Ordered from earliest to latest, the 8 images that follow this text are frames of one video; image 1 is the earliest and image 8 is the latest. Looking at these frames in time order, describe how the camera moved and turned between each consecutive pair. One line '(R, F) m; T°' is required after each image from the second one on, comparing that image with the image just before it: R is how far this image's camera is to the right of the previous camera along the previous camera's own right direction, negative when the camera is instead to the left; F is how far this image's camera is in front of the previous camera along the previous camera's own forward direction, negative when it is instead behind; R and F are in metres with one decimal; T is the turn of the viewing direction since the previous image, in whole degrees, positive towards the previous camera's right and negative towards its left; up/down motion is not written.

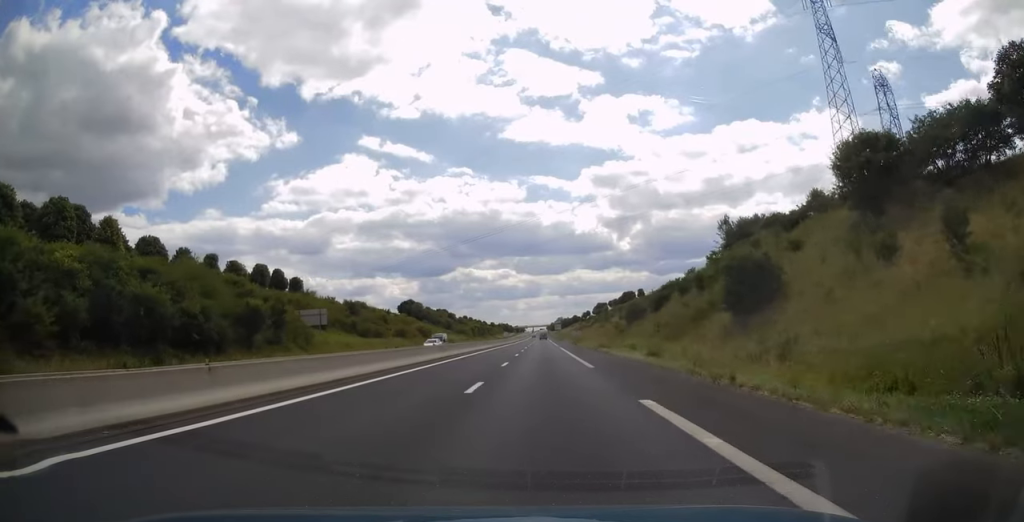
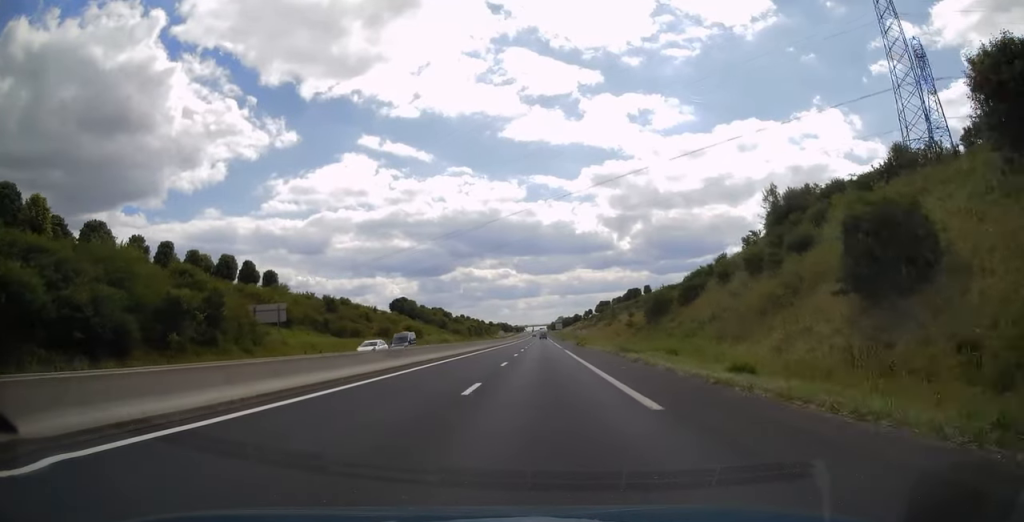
(-0.2, +13.2) m; 0°
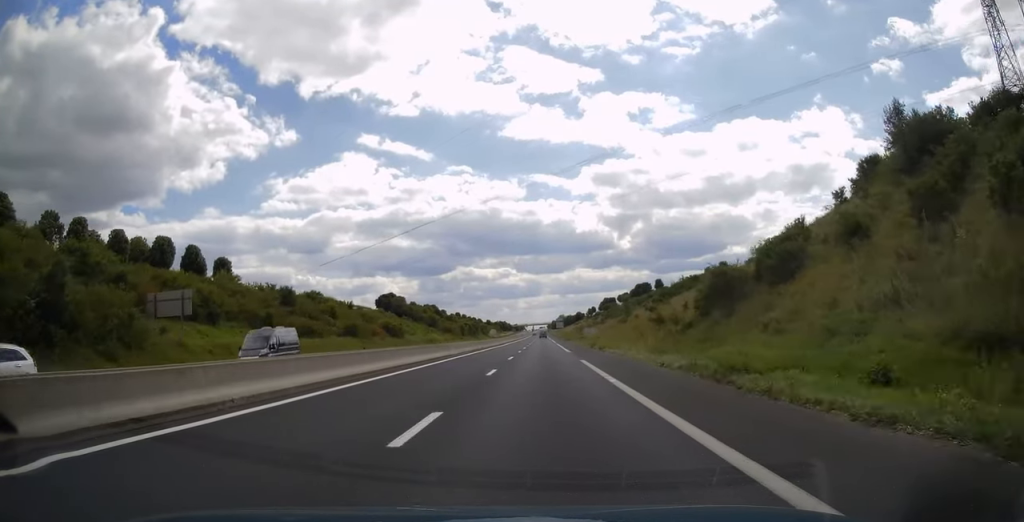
(+0.3, +19.5) m; +1°
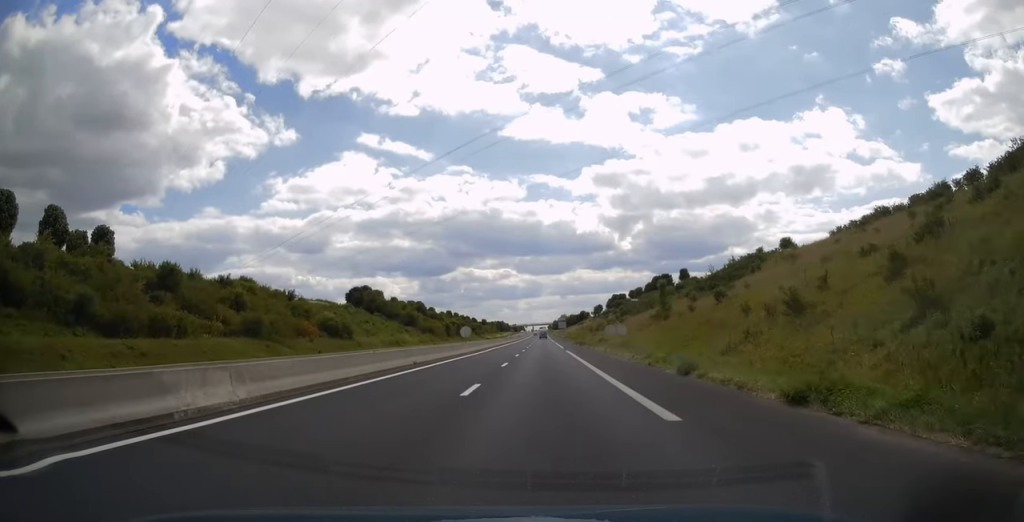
(+0.2, +32.2) m; 0°
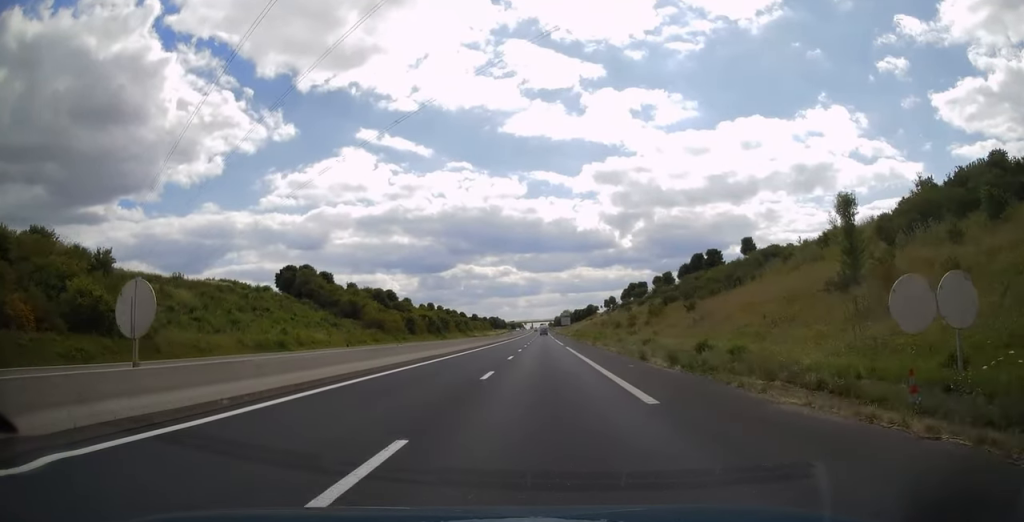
(-0.1, +47.7) m; 0°
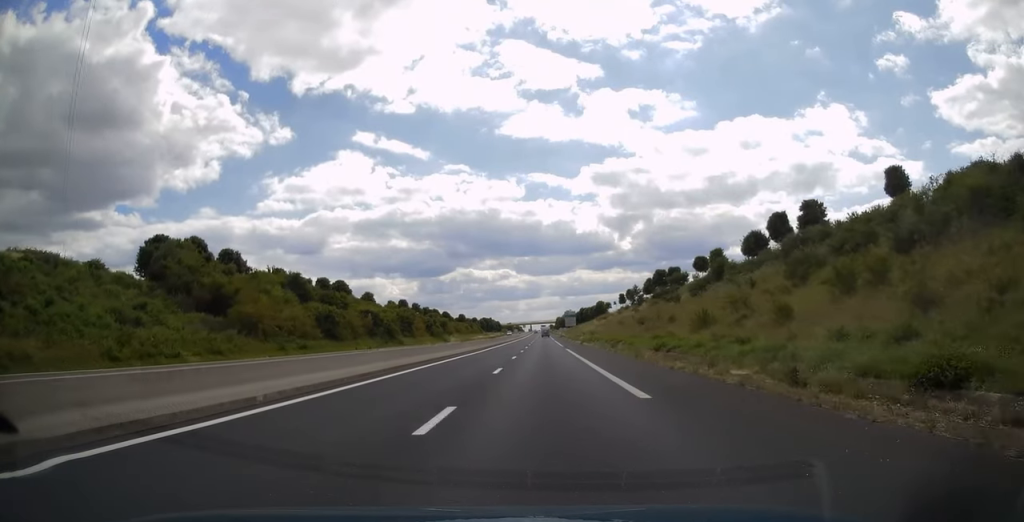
(-0.4, +47.8) m; 0°
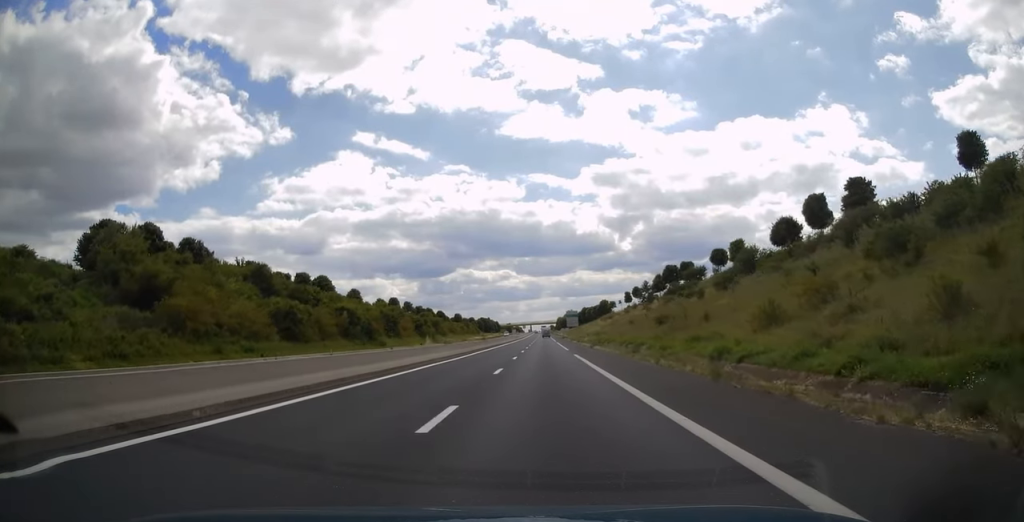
(+0.1, +12.7) m; 0°
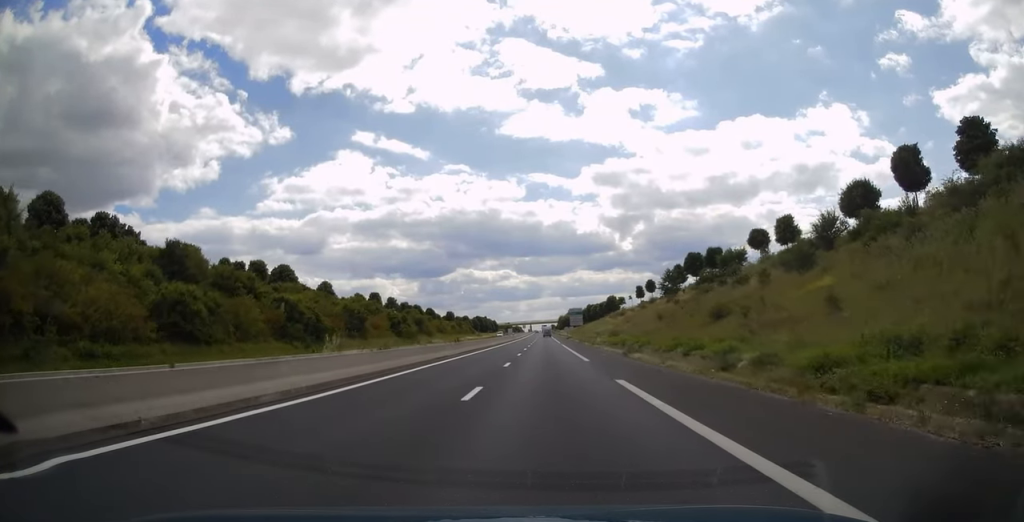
(+0.1, +21.5) m; 0°
